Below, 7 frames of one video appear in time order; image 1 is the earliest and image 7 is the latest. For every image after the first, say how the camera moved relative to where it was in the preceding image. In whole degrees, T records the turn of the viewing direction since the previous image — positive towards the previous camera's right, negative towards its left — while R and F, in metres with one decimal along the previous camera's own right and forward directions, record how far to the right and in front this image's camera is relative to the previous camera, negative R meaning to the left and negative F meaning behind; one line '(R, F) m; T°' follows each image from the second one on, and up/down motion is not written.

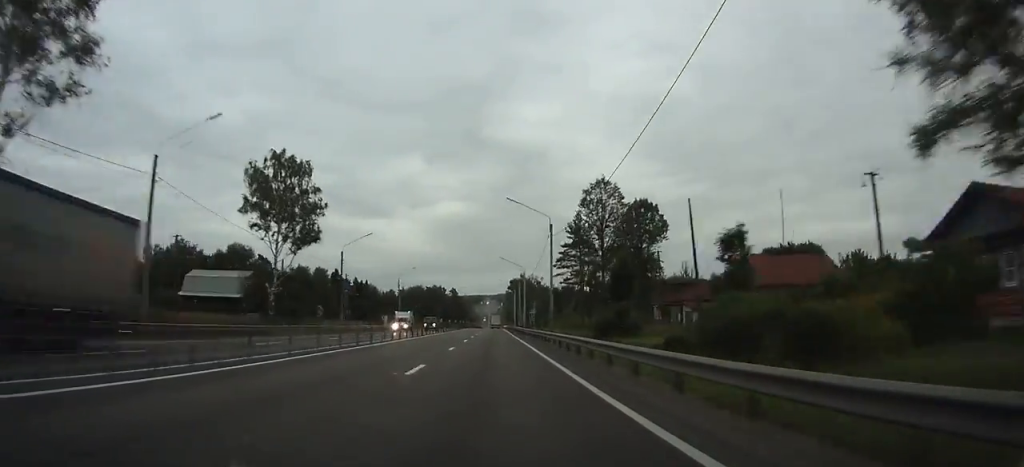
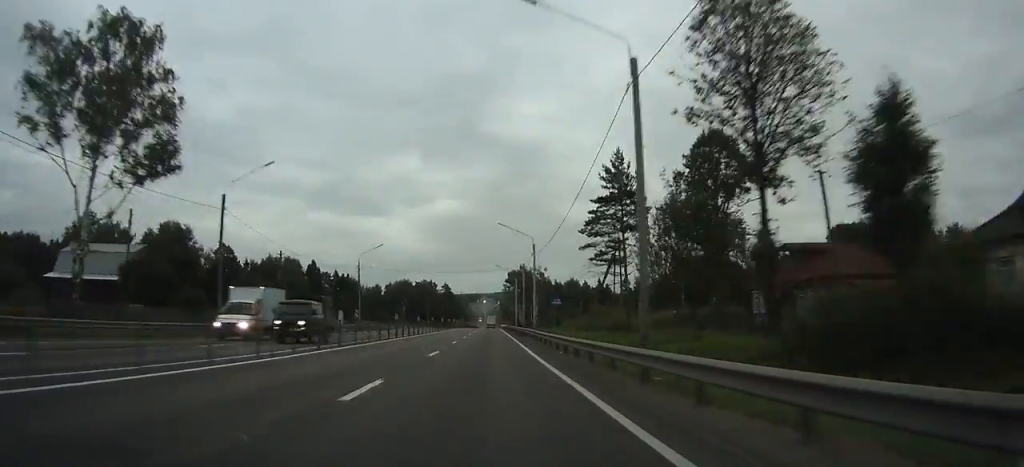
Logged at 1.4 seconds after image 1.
(0.0, +28.4) m; 0°
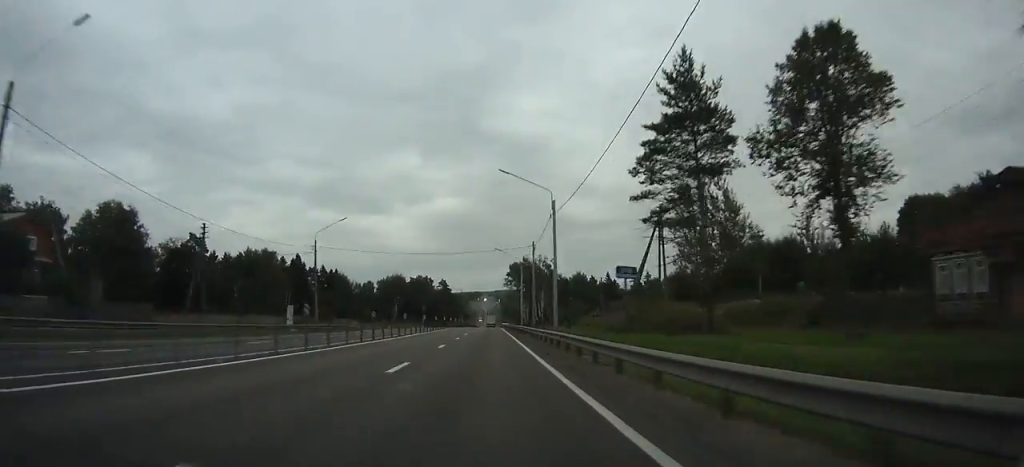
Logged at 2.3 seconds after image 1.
(+0.1, +19.1) m; 0°
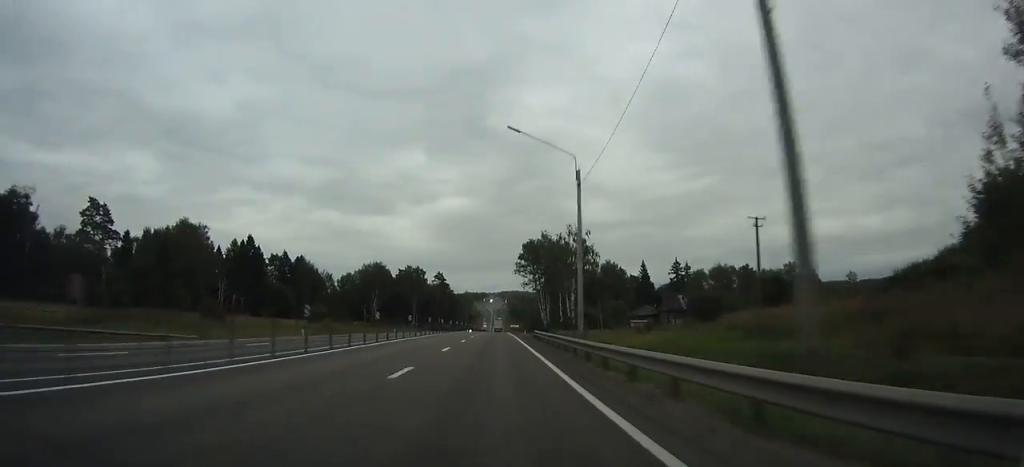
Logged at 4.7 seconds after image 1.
(+0.1, +48.3) m; 0°
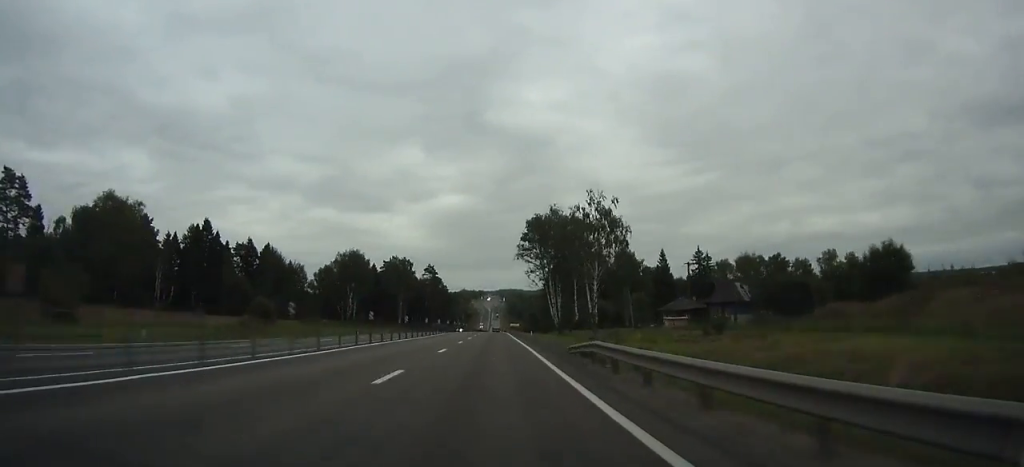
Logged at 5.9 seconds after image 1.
(-0.1, +25.0) m; 0°
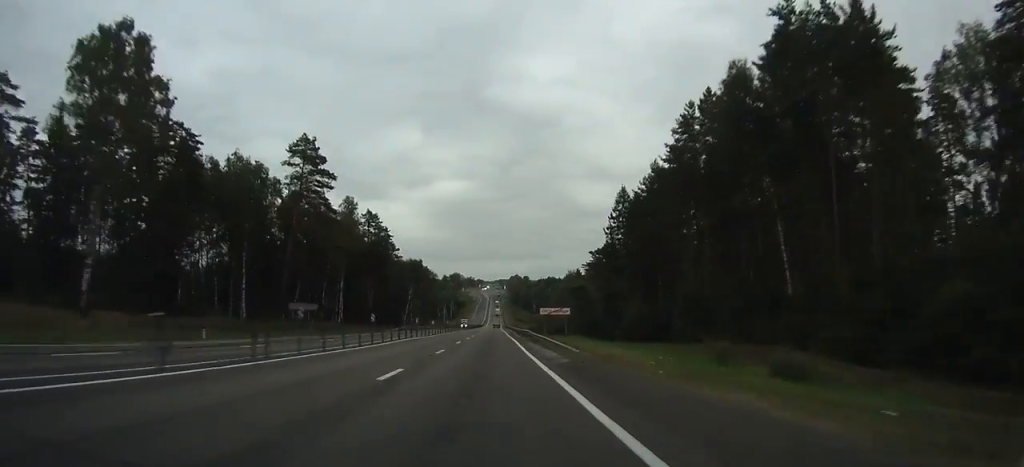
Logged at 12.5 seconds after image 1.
(0.0, +141.5) m; 0°
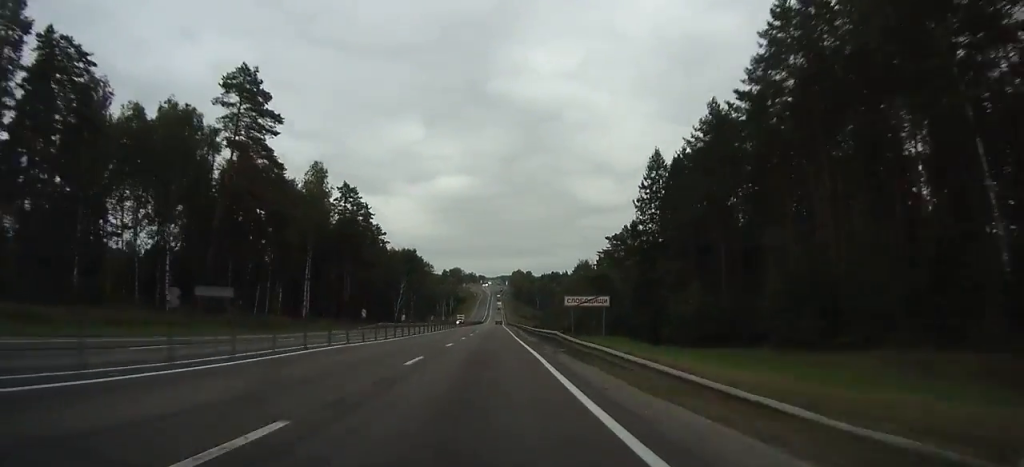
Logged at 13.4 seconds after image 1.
(-0.1, +20.4) m; 0°
